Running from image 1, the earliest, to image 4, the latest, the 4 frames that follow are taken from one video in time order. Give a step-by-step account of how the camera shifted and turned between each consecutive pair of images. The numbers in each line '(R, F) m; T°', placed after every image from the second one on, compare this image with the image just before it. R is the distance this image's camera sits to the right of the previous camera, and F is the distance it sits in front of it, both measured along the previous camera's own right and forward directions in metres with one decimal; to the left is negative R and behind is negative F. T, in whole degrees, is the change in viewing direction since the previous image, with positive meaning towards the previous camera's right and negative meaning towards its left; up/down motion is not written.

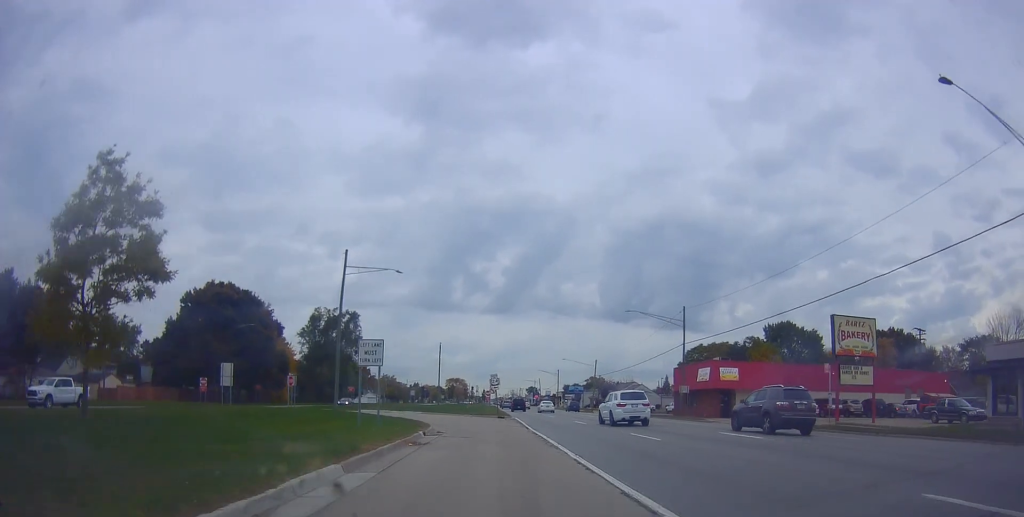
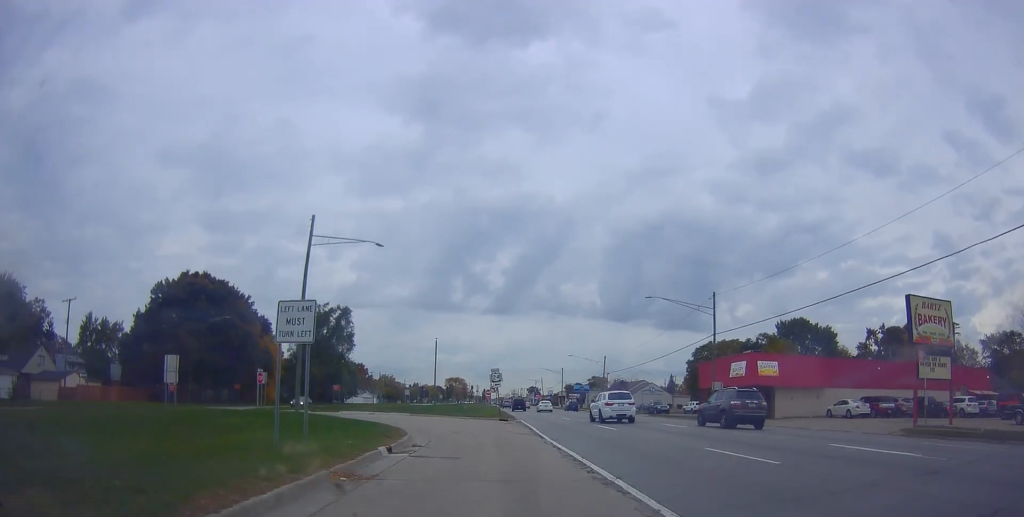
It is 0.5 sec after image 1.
(+0.1, +8.8) m; 0°
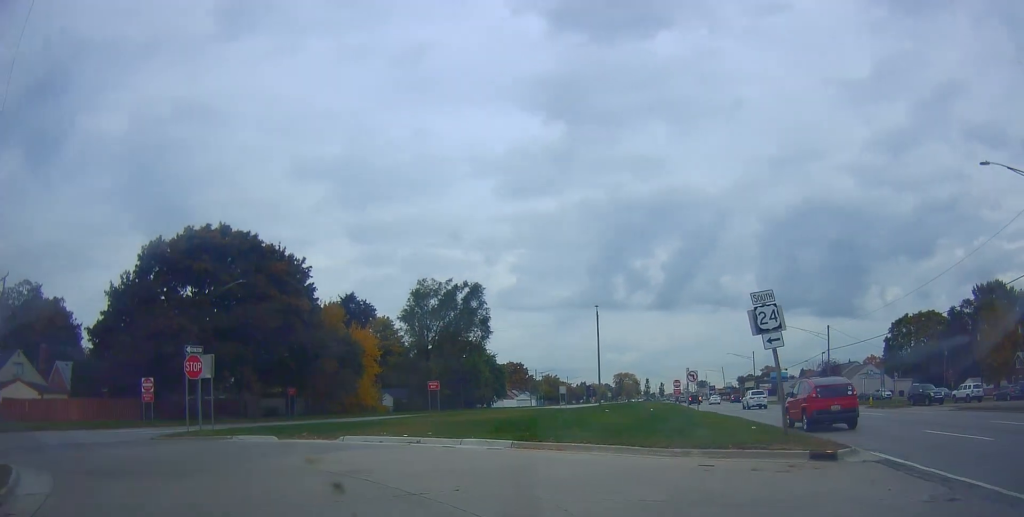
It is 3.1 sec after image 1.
(-1.8, +35.8) m; -6°
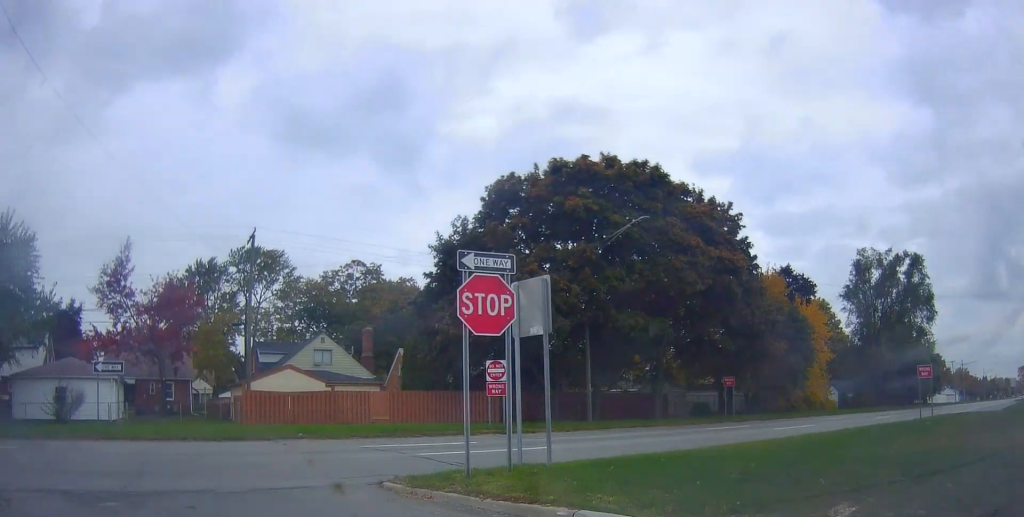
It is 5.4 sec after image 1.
(-1.5, +20.9) m; -16°
